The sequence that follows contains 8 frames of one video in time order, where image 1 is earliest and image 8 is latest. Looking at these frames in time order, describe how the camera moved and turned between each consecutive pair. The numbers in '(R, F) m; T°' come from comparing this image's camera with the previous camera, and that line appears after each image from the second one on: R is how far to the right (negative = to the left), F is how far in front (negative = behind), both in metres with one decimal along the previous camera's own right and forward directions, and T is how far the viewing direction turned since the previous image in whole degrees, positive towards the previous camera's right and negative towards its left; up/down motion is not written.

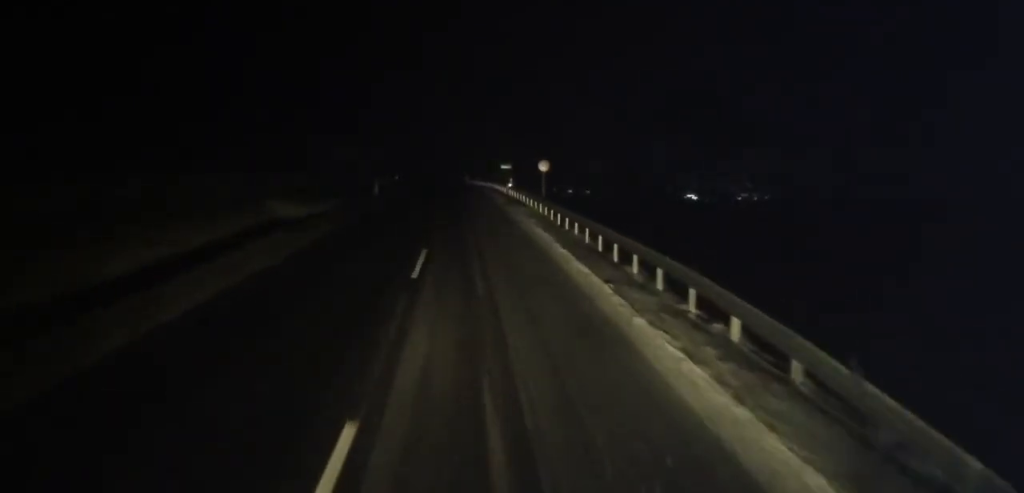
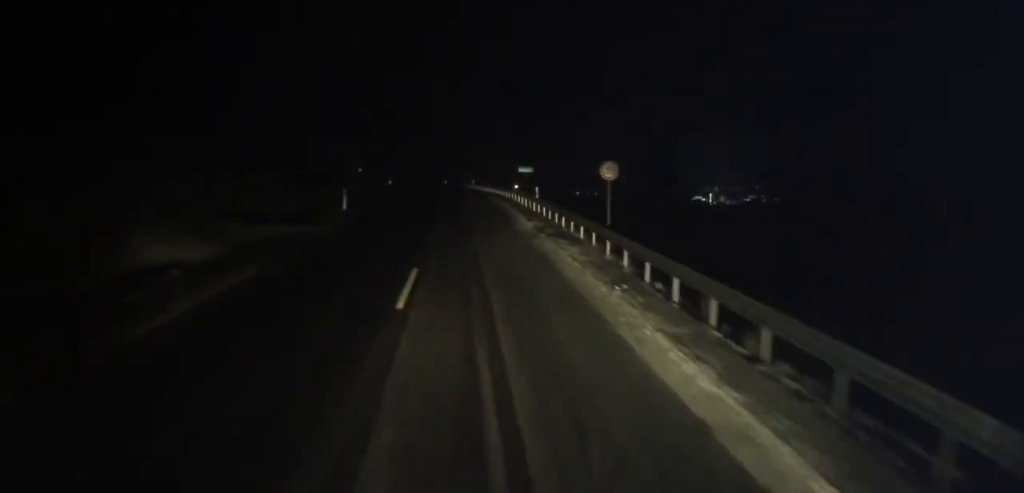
(0.0, +15.3) m; +1°
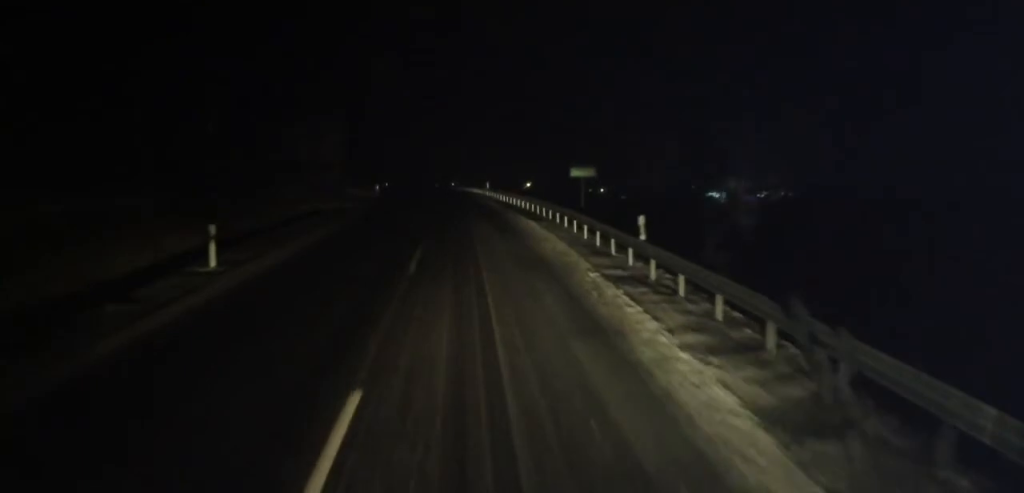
(+0.1, +20.7) m; -1°
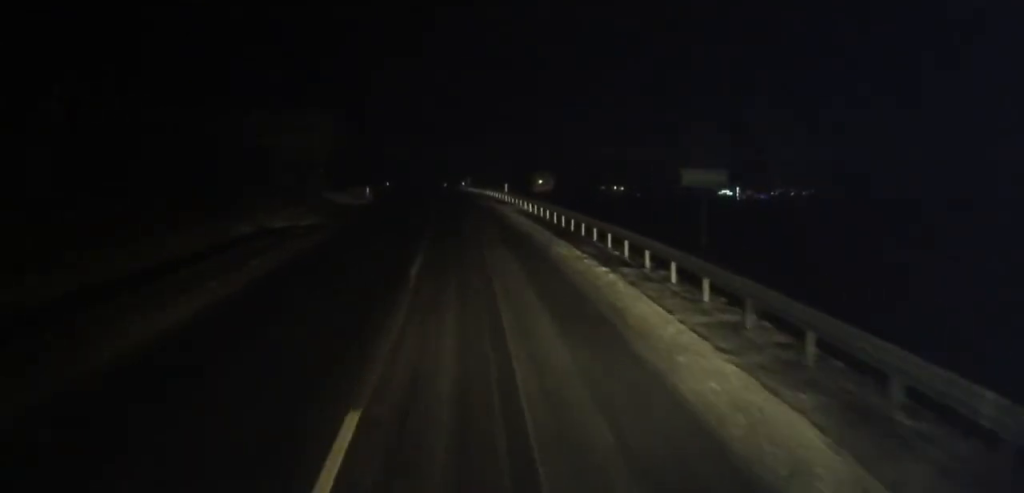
(-0.3, +13.3) m; -1°
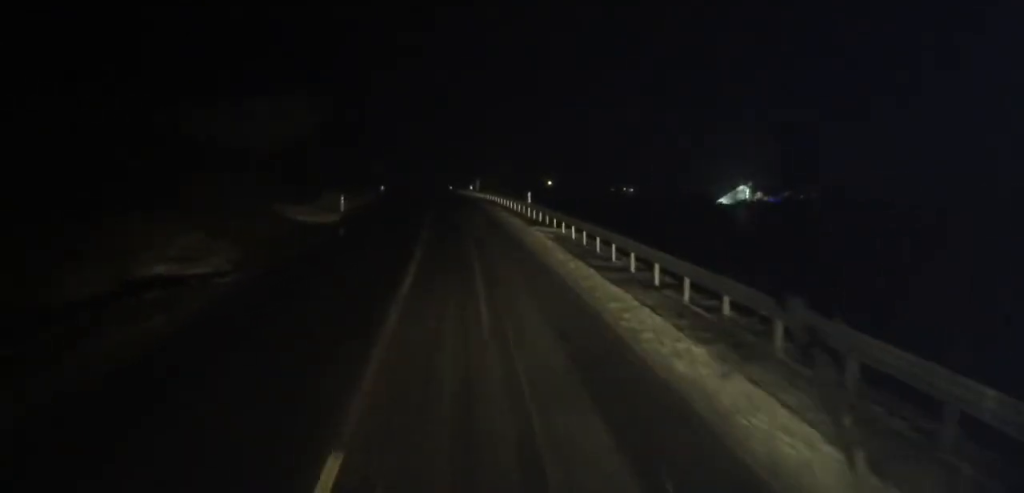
(+0.1, +13.5) m; -2°
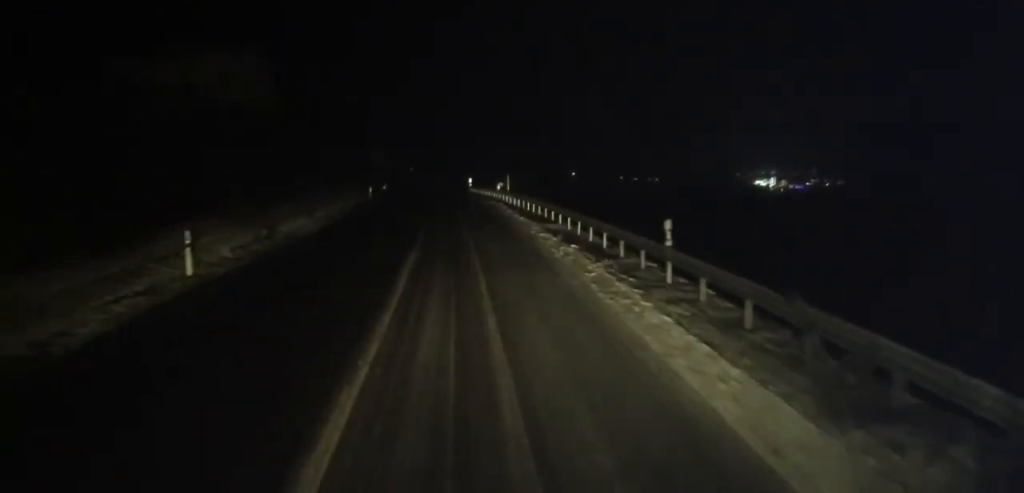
(-0.8, +23.7) m; -1°
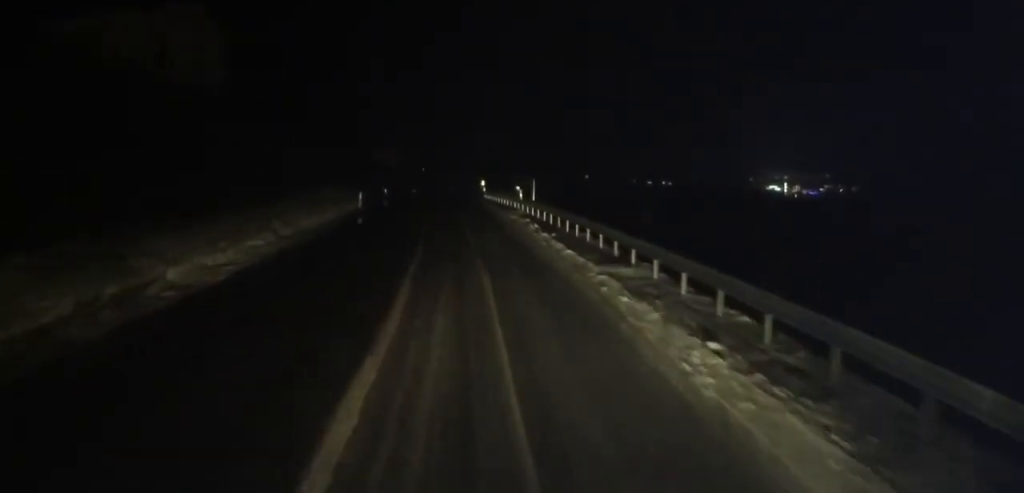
(+0.1, +10.8) m; 0°
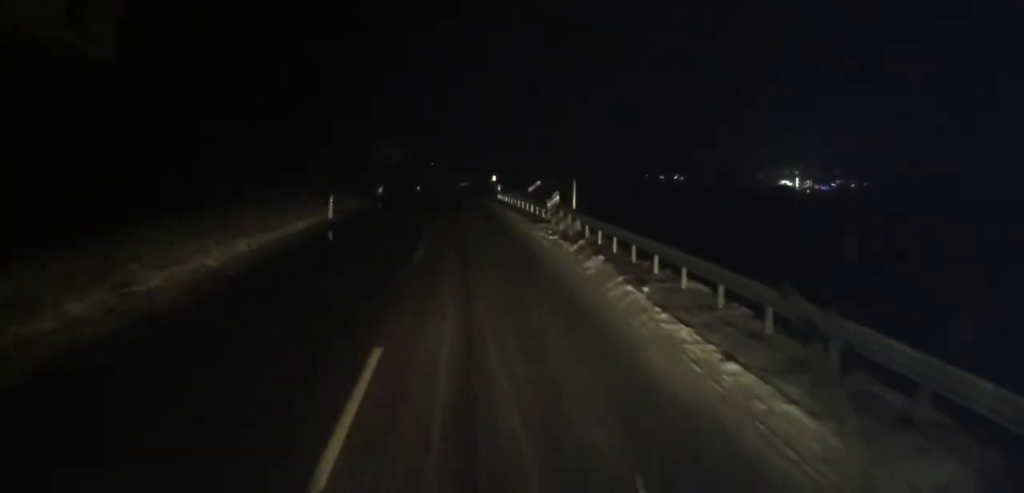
(0.0, +11.8) m; -2°
